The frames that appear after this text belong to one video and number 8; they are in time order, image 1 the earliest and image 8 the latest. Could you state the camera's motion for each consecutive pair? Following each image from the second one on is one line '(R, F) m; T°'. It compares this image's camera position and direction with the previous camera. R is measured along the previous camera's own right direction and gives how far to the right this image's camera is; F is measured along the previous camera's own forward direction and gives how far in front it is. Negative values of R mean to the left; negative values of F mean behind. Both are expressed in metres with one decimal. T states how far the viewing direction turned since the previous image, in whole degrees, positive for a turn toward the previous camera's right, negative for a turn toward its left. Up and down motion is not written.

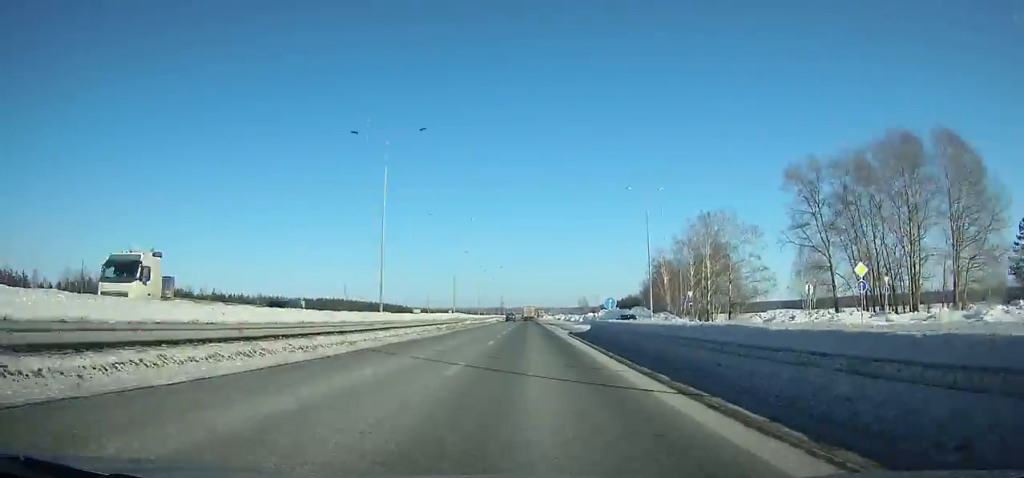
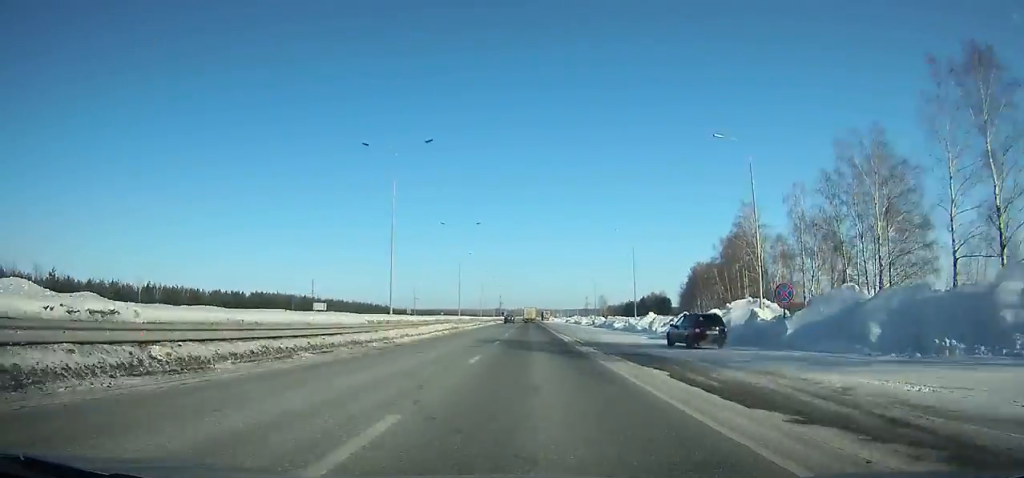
(-0.2, +63.7) m; 0°
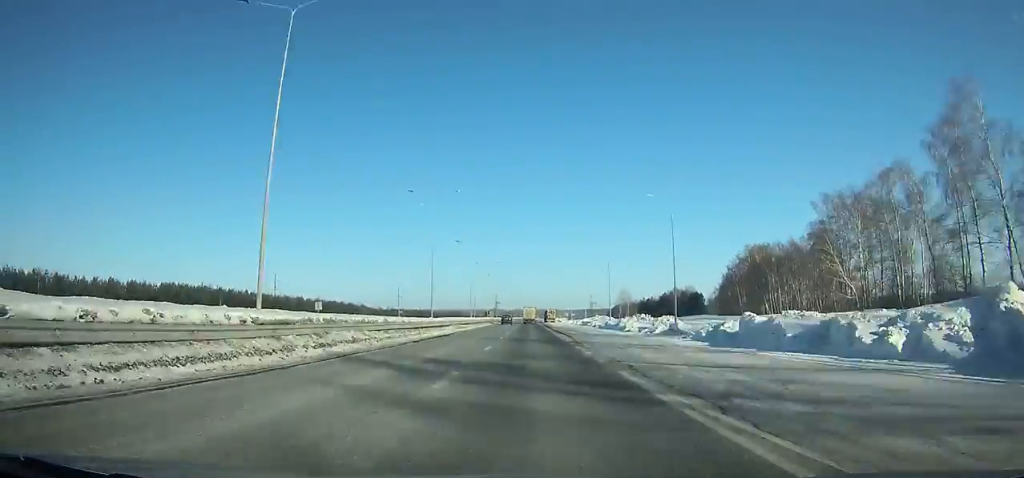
(0.0, +51.4) m; 0°
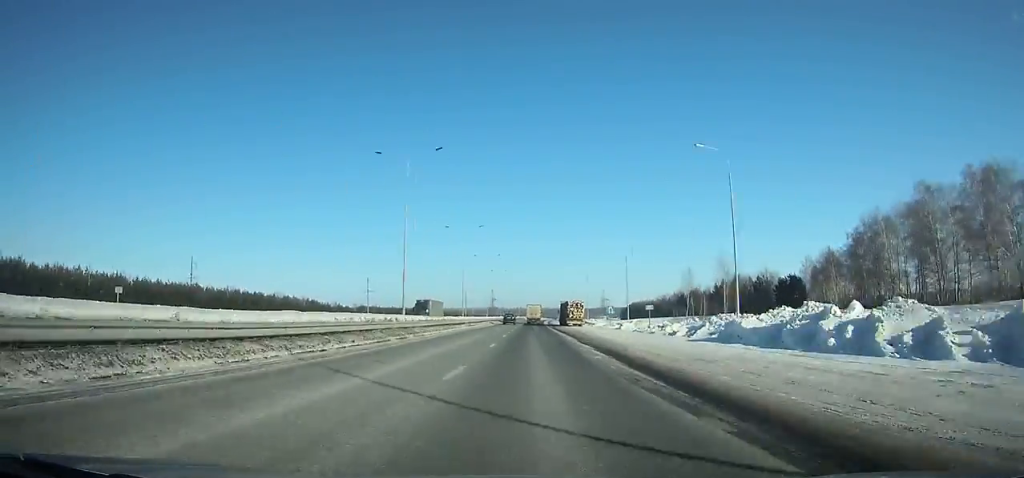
(0.0, +79.8) m; 0°
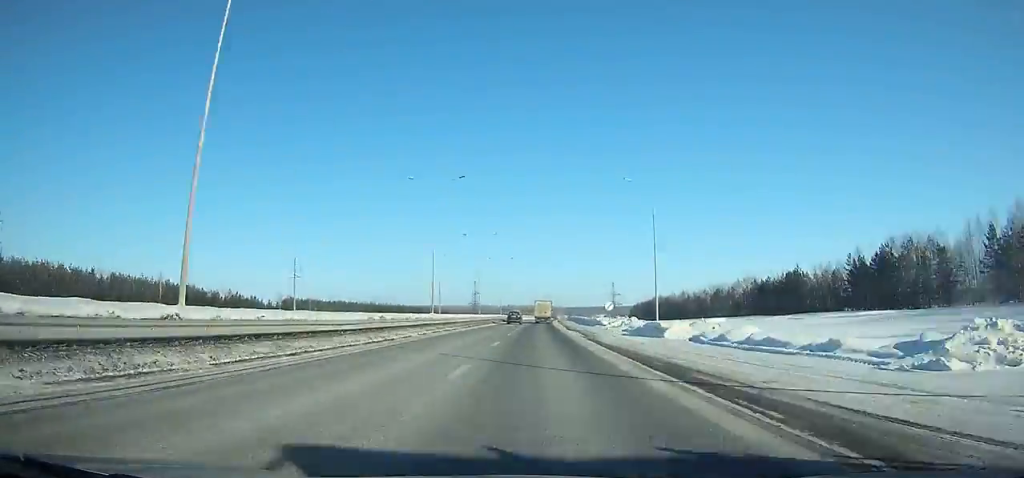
(+0.2, +99.3) m; +1°
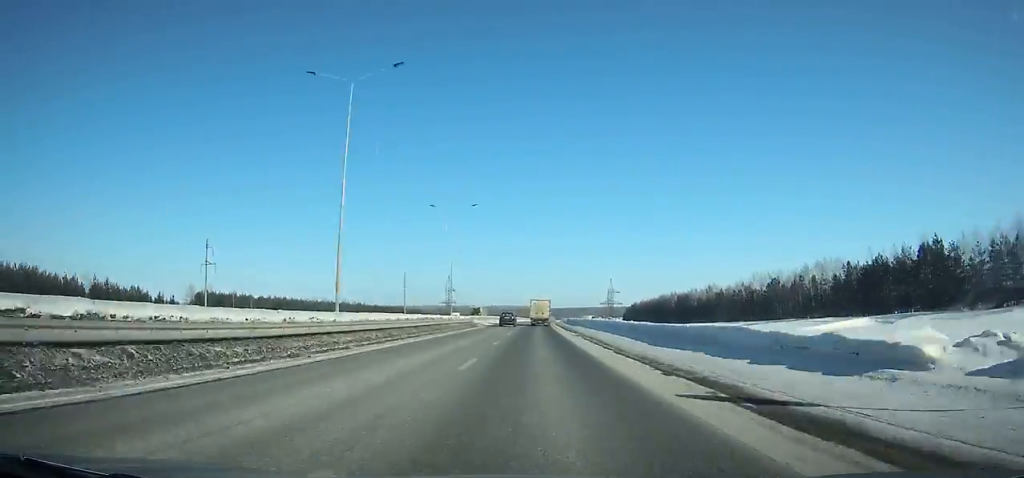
(0.0, +61.3) m; +1°
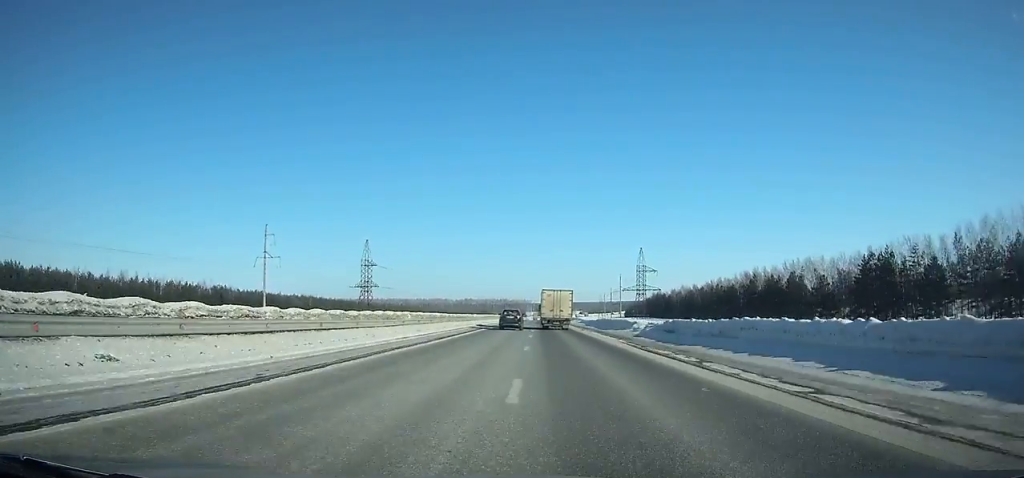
(+2.8, +143.1) m; +2°
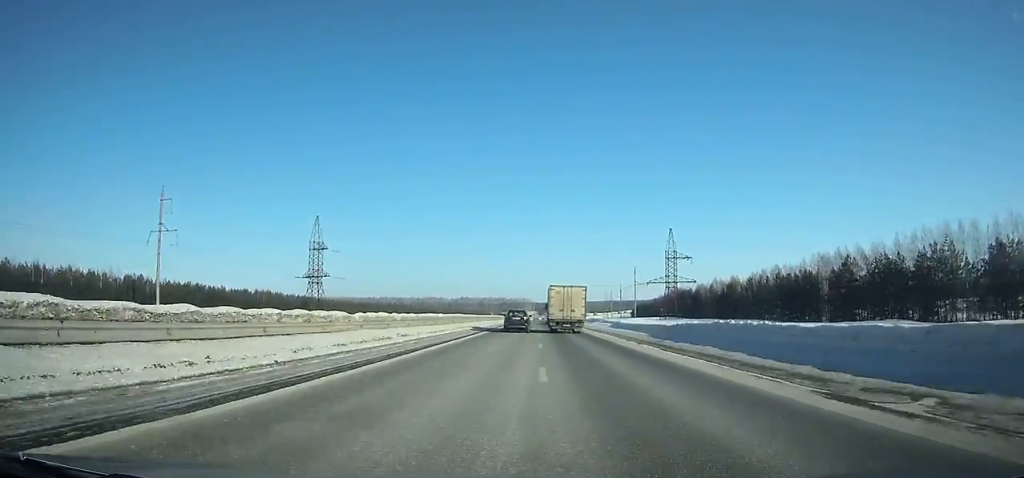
(+0.2, +46.4) m; 0°
